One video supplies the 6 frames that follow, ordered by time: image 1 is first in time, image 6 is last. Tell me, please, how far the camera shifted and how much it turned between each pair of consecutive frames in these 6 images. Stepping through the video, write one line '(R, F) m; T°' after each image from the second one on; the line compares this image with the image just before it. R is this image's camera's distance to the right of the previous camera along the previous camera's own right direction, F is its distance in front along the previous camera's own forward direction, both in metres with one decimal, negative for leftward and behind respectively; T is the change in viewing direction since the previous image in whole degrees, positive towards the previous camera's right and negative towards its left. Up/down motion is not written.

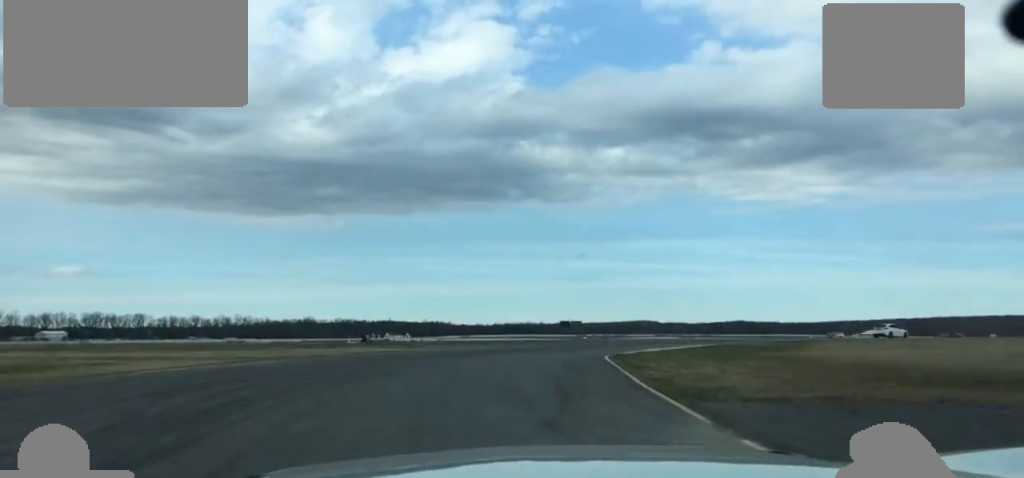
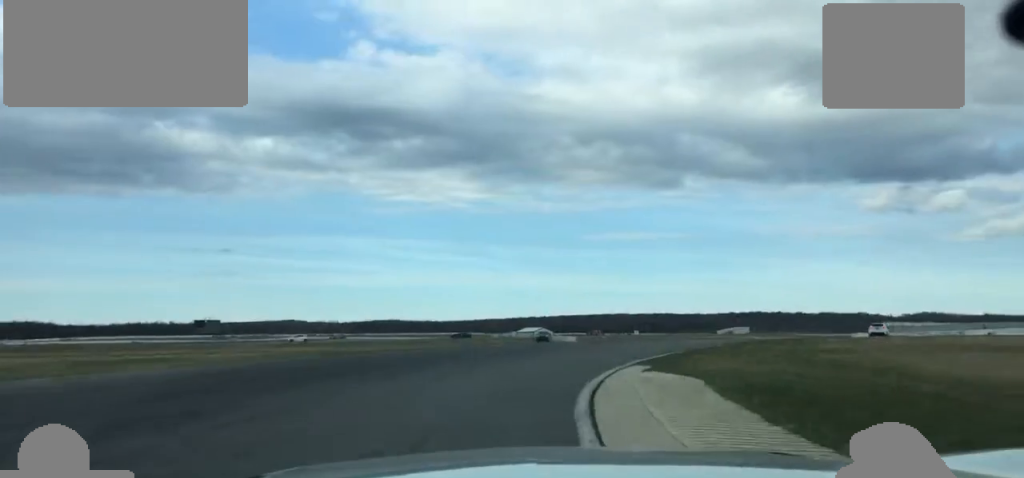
(+4.9, +49.6) m; +14°
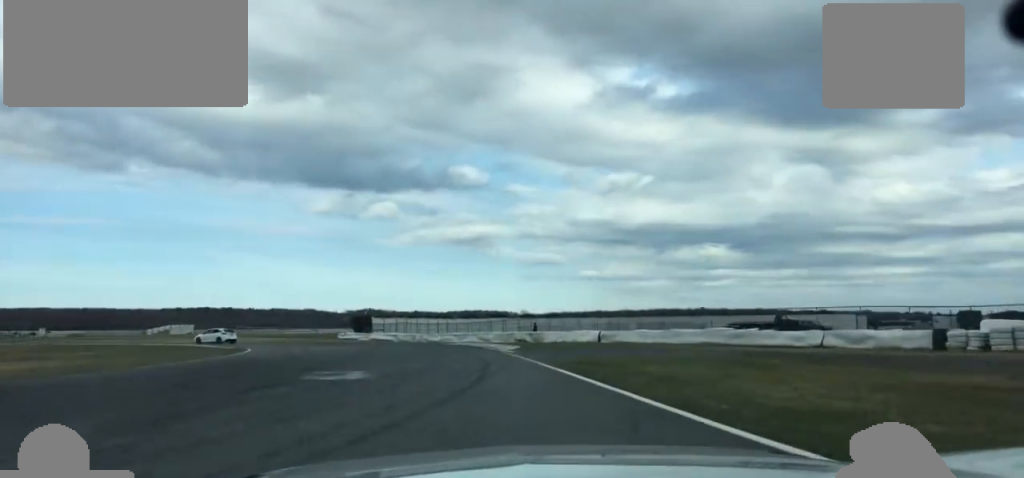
(+20.2, +55.4) m; +32°
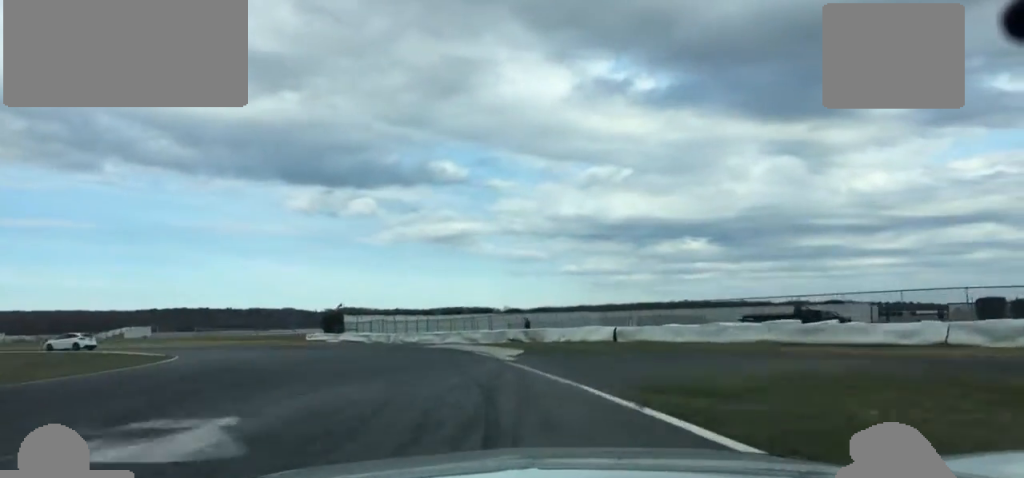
(-0.2, +11.3) m; 0°
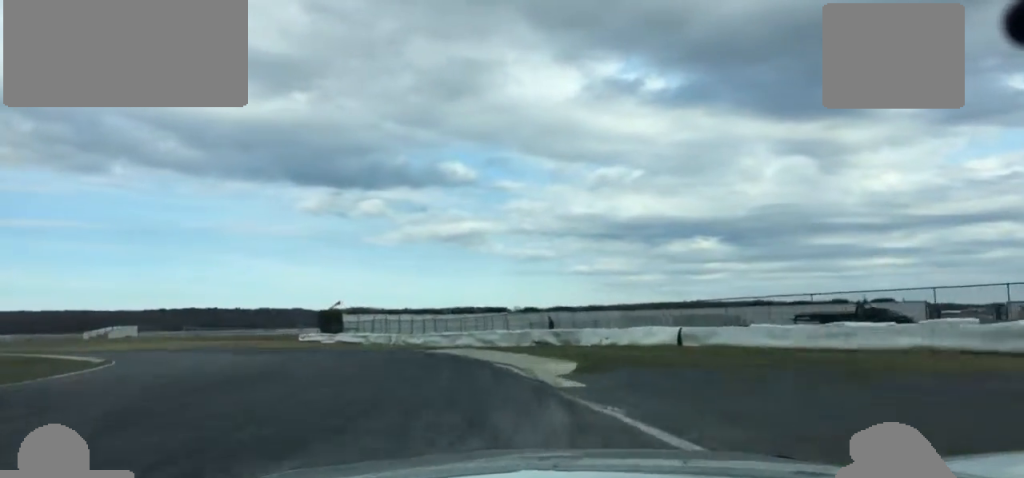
(0.0, +11.1) m; -1°
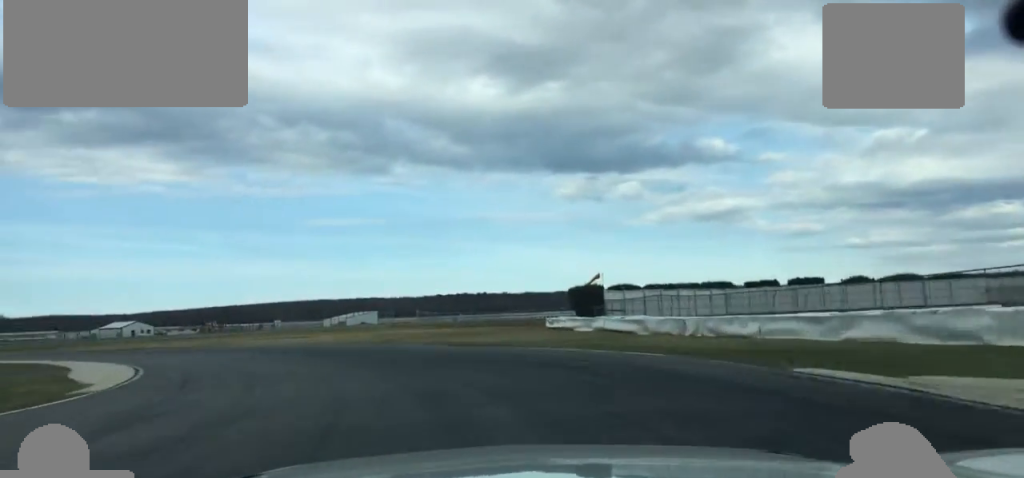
(-1.3, +29.6) m; -13°
